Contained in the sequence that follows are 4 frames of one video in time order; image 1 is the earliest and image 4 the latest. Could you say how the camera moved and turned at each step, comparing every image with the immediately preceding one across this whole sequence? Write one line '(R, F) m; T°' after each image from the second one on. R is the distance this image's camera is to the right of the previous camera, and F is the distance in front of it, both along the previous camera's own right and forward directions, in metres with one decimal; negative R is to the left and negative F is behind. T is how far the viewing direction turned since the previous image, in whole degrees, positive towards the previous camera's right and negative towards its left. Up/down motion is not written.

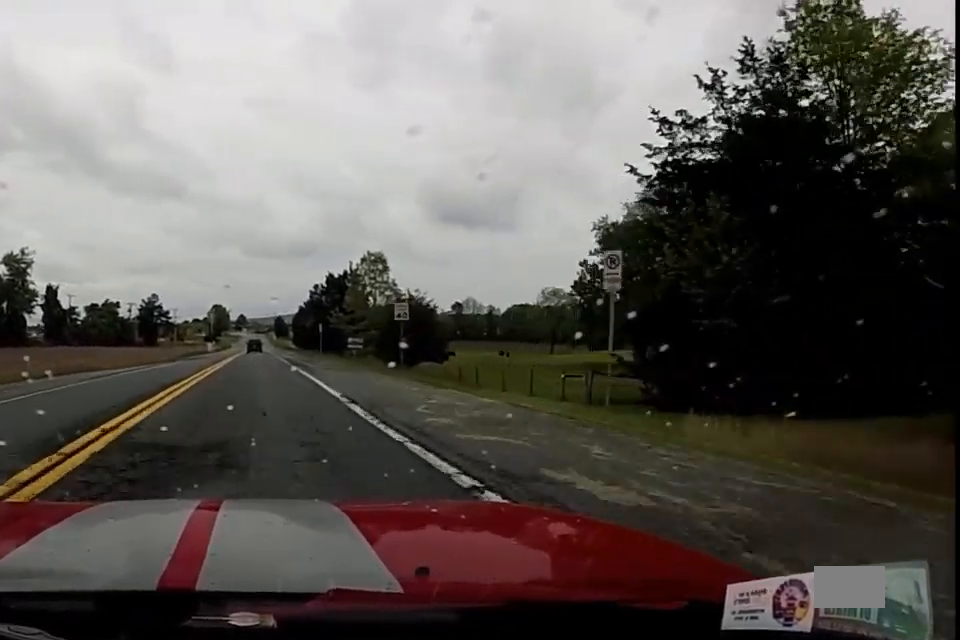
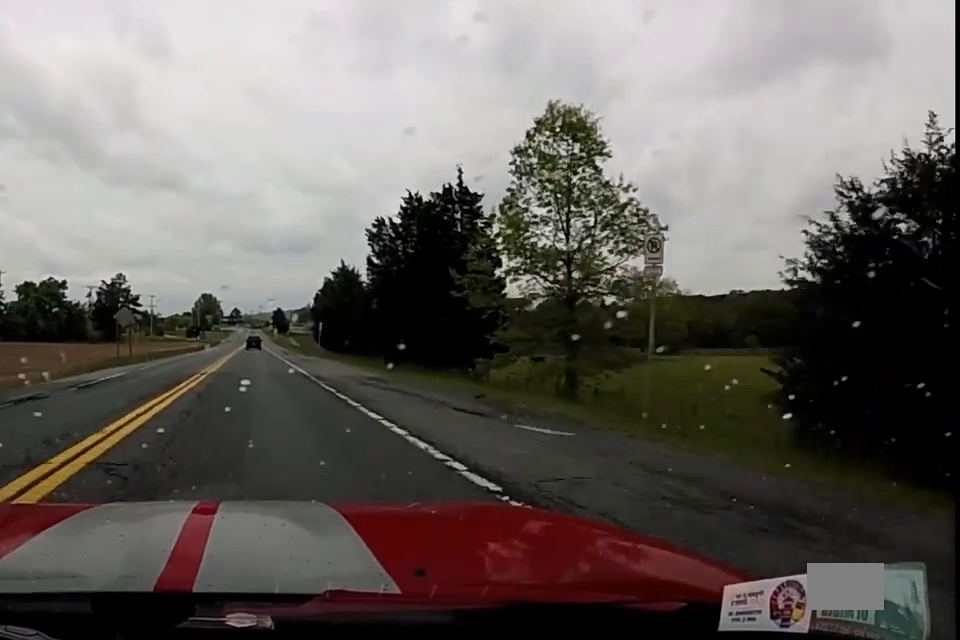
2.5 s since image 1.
(0.0, +46.7) m; 0°
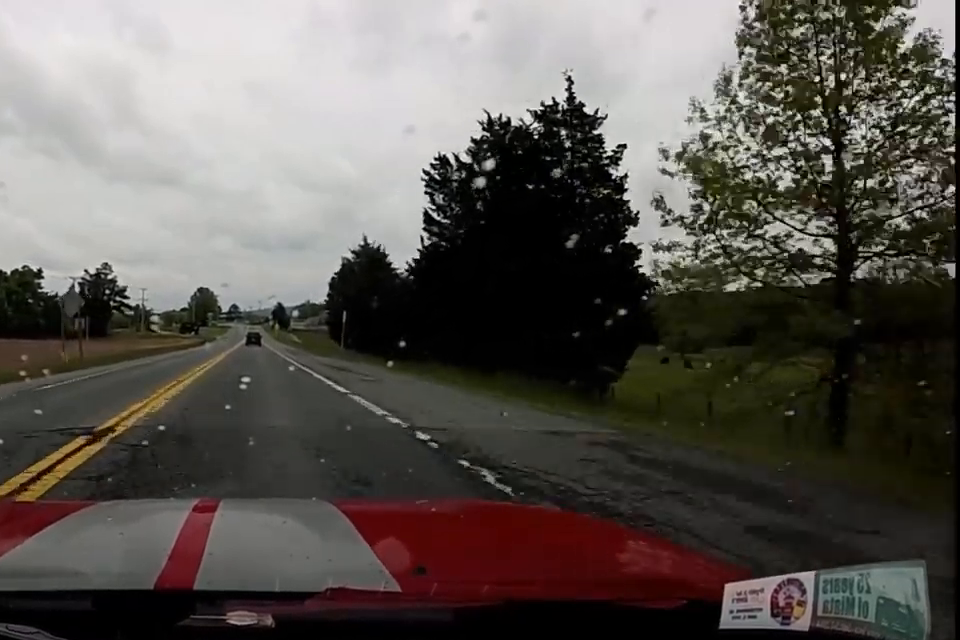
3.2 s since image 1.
(0.0, +14.0) m; 0°
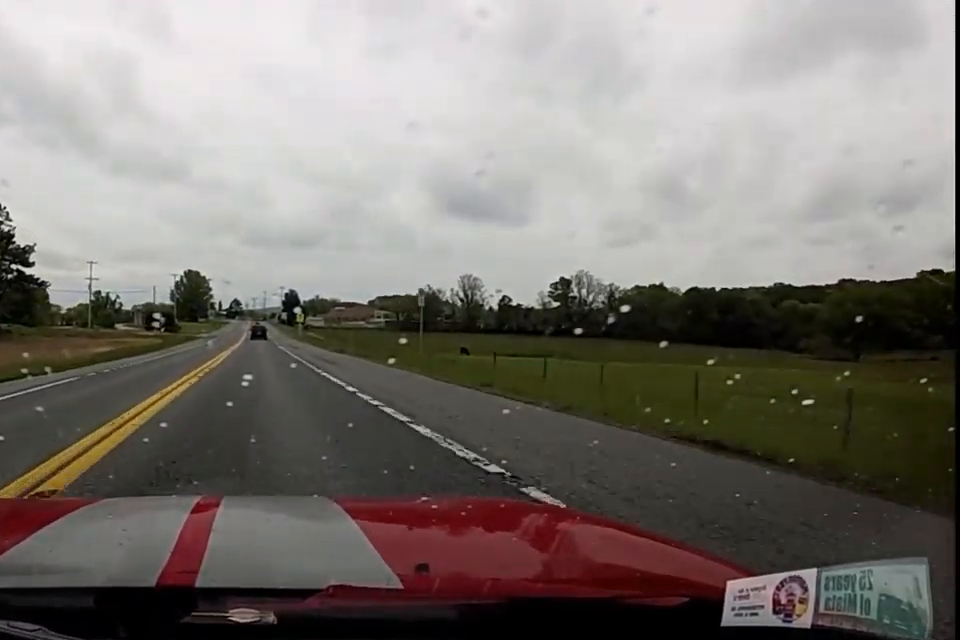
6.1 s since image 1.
(+1.8, +61.5) m; +2°
